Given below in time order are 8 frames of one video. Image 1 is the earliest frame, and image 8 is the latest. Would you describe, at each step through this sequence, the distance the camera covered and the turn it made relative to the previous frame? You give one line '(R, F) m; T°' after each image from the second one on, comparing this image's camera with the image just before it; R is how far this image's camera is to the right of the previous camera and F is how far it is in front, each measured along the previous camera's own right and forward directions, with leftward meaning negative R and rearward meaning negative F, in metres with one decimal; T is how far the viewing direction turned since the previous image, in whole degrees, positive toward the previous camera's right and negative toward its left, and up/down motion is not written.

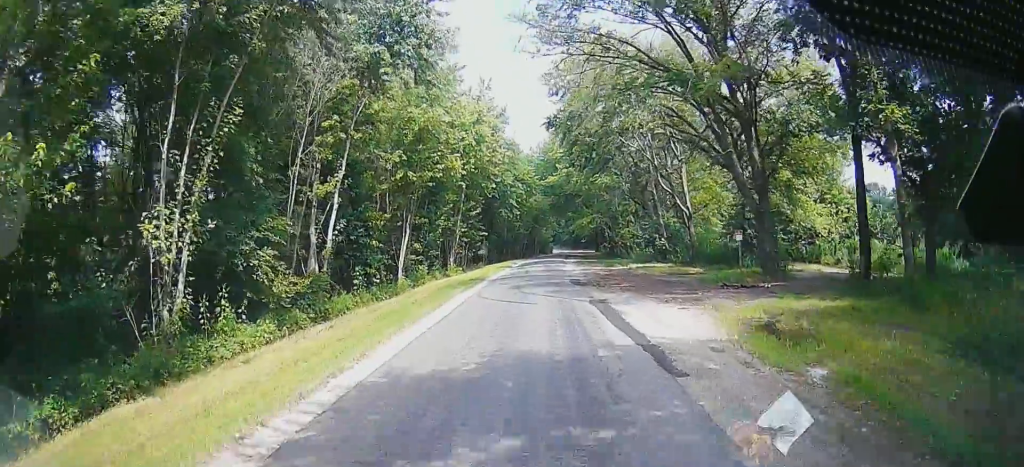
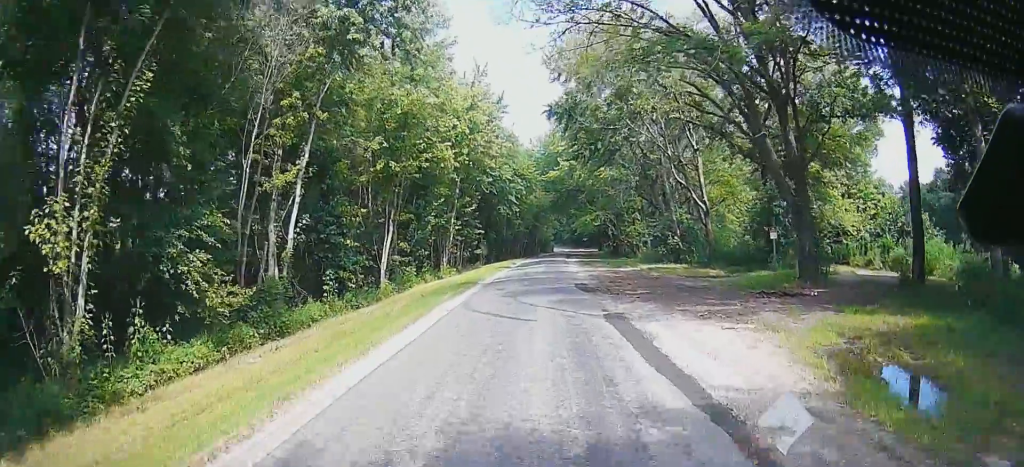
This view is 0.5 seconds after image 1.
(+0.1, +5.0) m; +1°
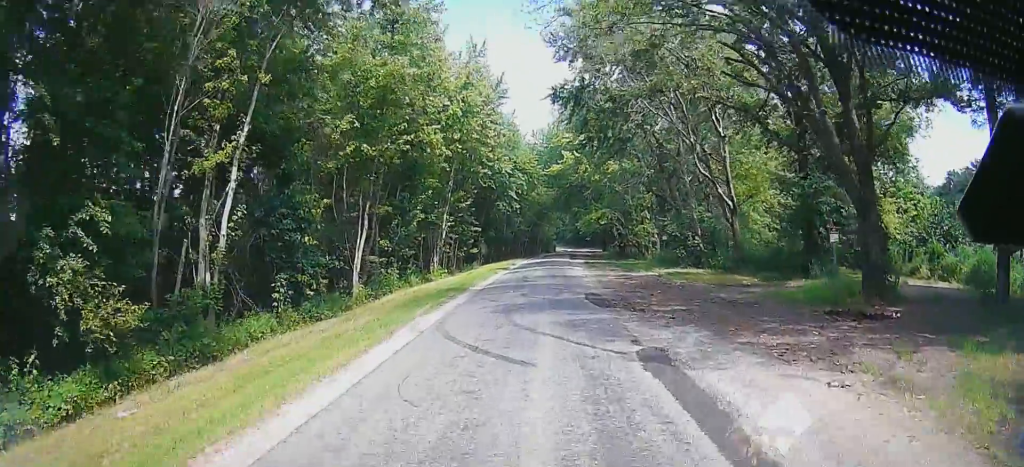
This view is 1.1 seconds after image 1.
(0.0, +5.6) m; 0°
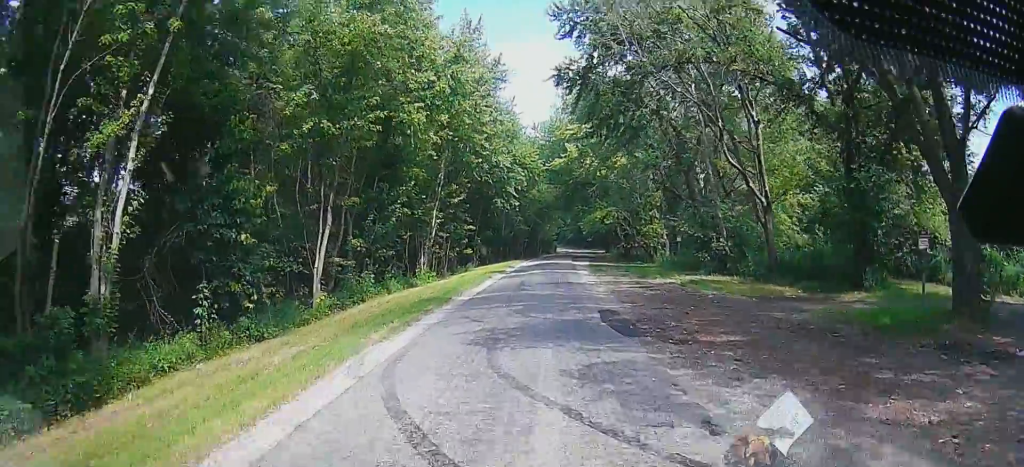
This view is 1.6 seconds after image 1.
(0.0, +5.6) m; 0°
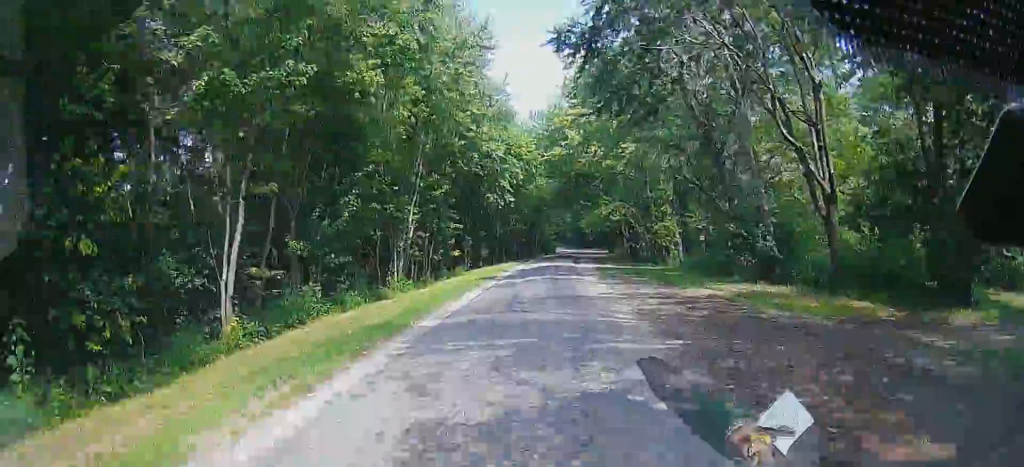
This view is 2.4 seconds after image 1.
(0.0, +7.7) m; 0°
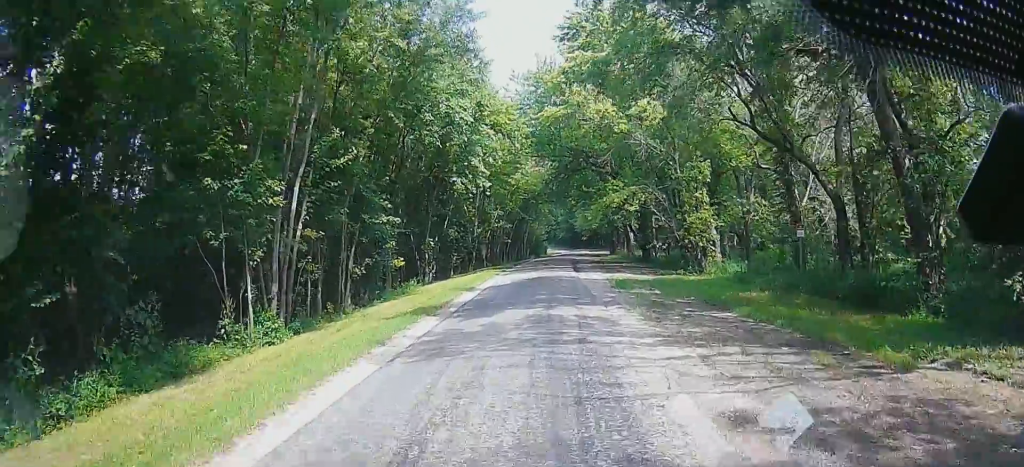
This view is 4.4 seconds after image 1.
(0.0, +14.7) m; 0°
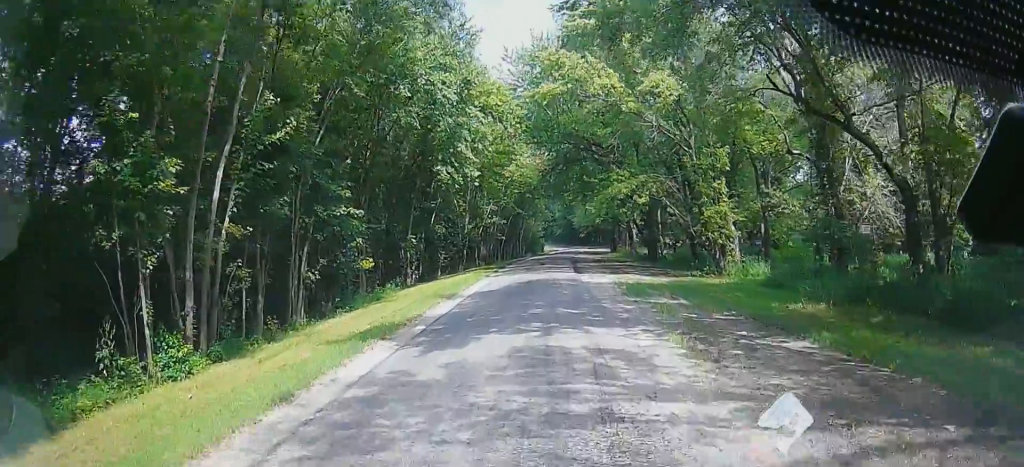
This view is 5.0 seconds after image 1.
(0.0, +4.7) m; 0°
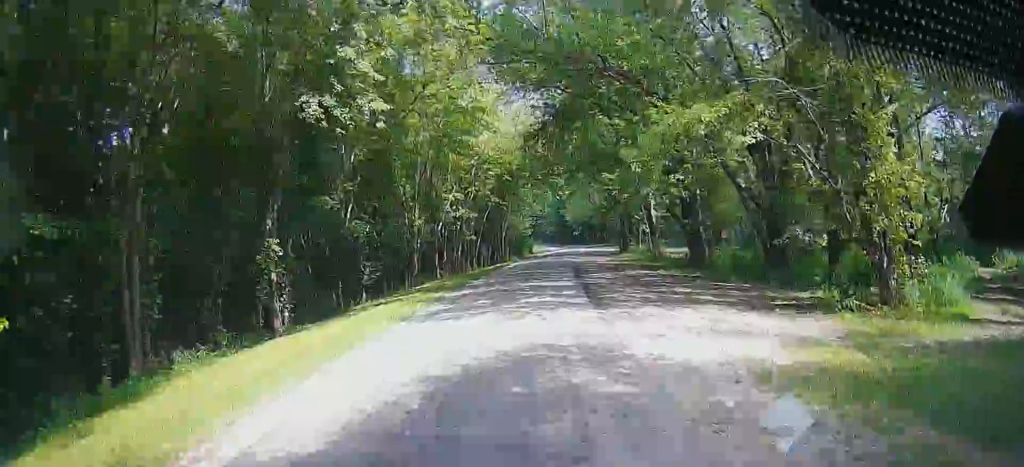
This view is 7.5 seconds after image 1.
(+0.3, +20.1) m; +1°
